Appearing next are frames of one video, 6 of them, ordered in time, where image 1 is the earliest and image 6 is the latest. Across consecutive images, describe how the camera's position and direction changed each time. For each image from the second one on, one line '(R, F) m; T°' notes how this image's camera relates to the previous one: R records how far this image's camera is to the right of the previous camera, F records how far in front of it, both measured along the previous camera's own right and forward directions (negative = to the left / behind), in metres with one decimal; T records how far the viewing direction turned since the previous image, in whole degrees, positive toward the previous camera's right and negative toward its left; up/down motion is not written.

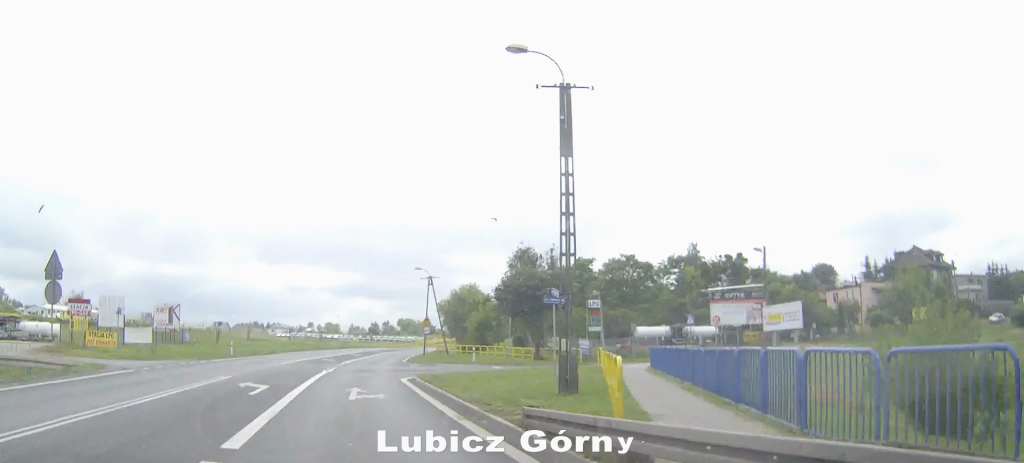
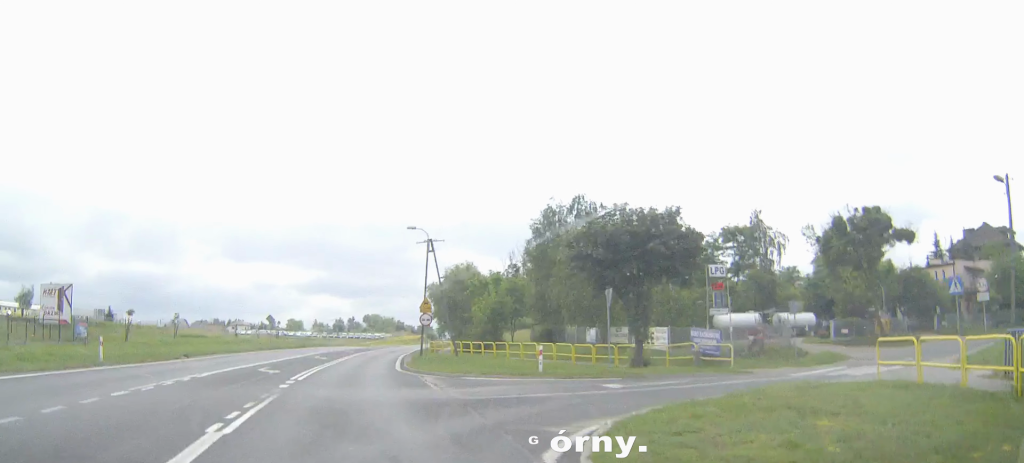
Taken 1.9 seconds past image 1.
(+0.3, +24.5) m; +6°
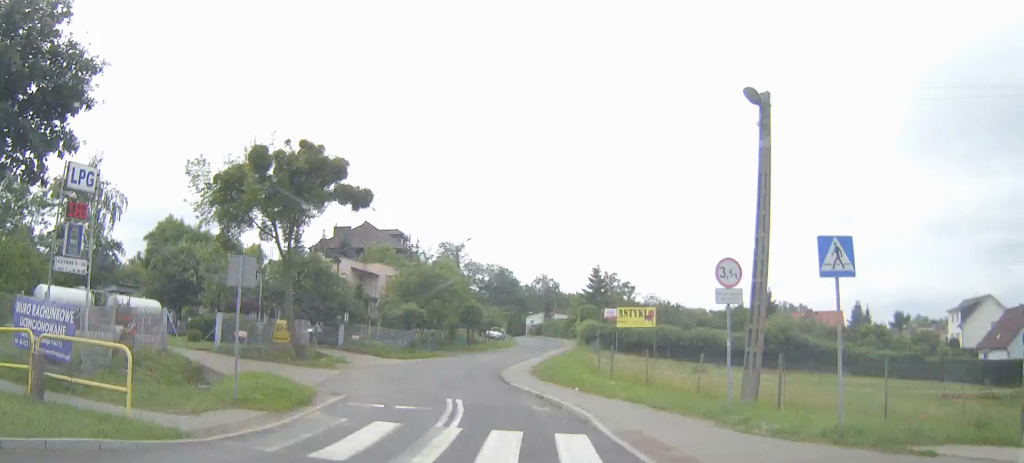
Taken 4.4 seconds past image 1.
(+7.4, +20.3) m; +51°
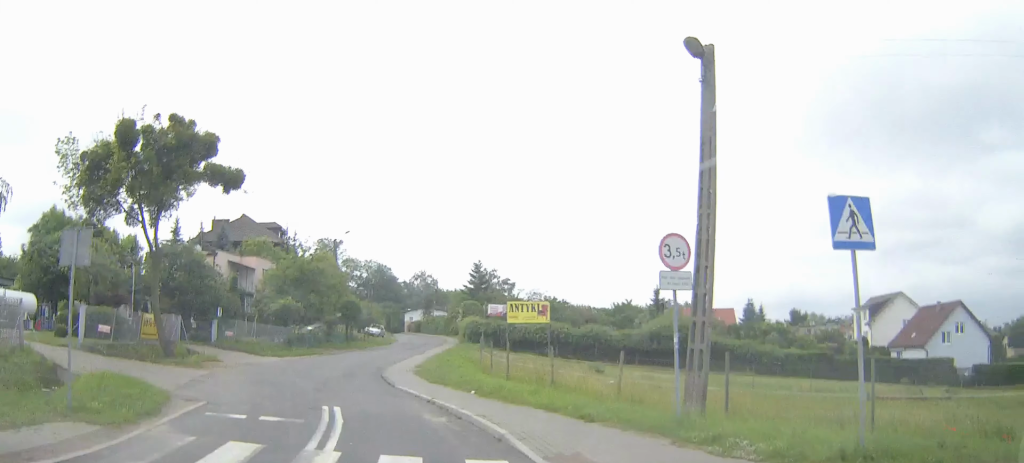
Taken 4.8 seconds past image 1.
(+0.5, +3.1) m; +6°
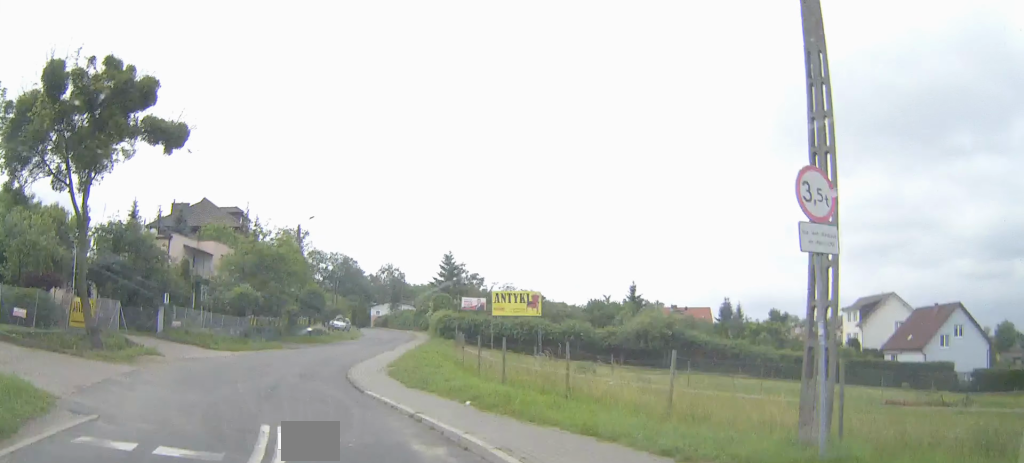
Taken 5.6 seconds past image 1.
(+0.4, +4.7) m; +5°
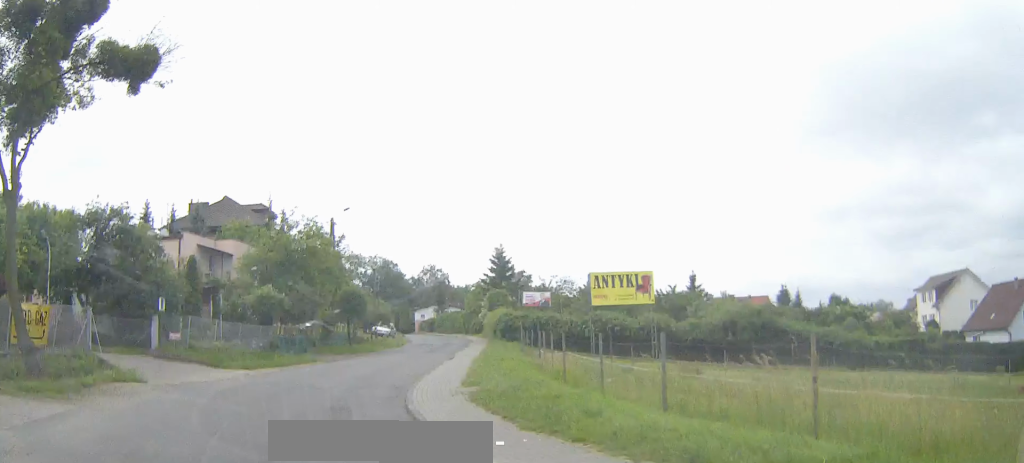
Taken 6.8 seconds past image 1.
(+0.1, +7.7) m; -1°
